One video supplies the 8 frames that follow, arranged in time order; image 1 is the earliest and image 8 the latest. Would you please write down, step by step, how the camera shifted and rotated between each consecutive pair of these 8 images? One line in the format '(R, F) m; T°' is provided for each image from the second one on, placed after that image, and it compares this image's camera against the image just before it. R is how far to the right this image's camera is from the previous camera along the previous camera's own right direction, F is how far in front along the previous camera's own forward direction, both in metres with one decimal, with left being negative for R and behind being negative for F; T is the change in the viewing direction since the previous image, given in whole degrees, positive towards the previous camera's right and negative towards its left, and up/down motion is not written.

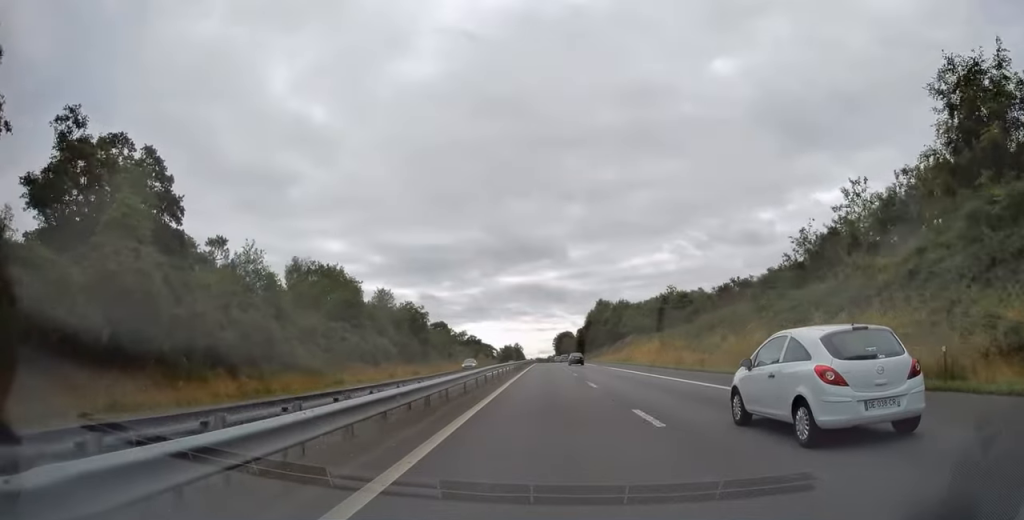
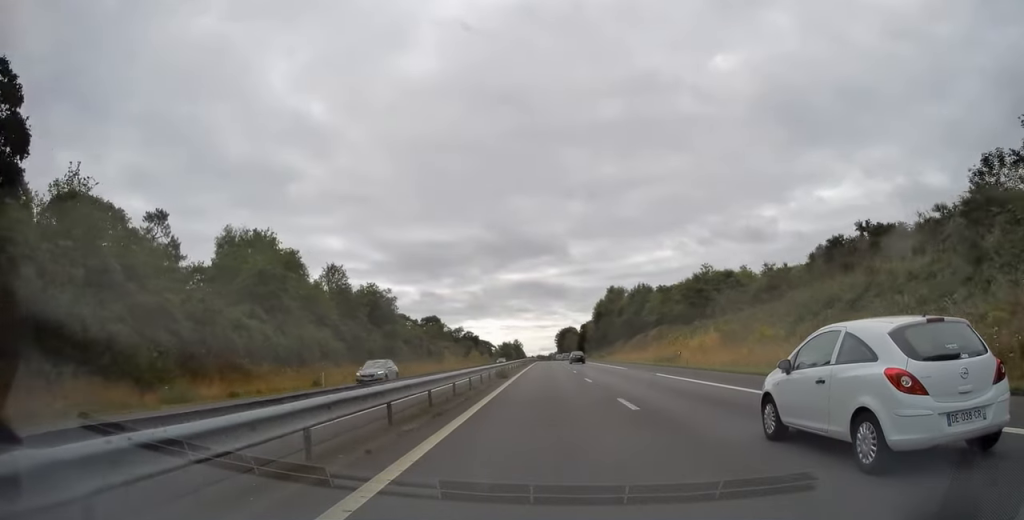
(-0.3, +22.5) m; 0°
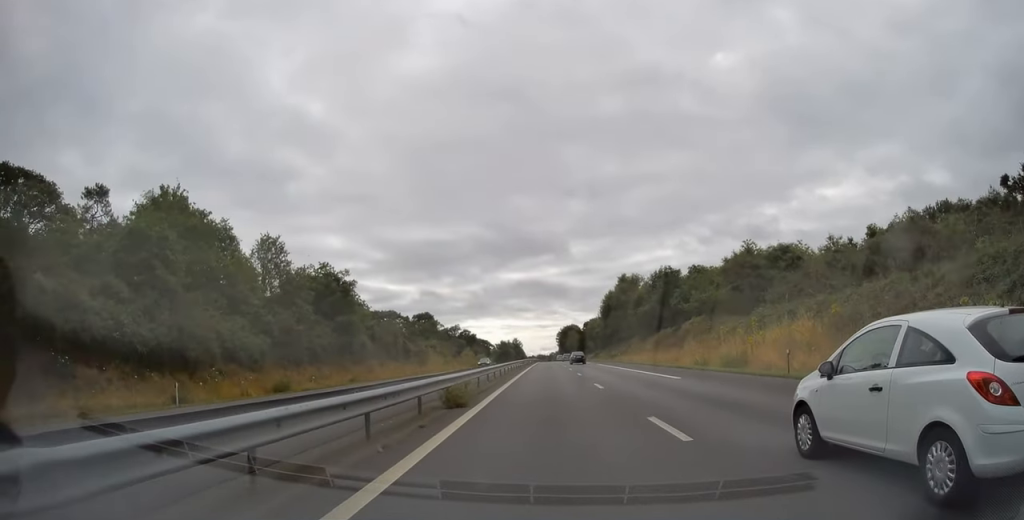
(+0.2, +17.6) m; 0°
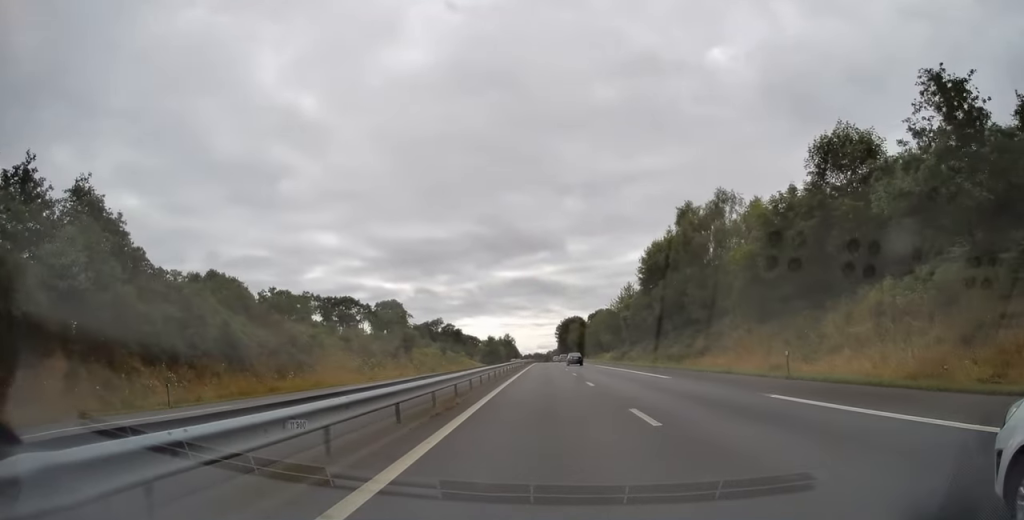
(+0.4, +49.6) m; +1°
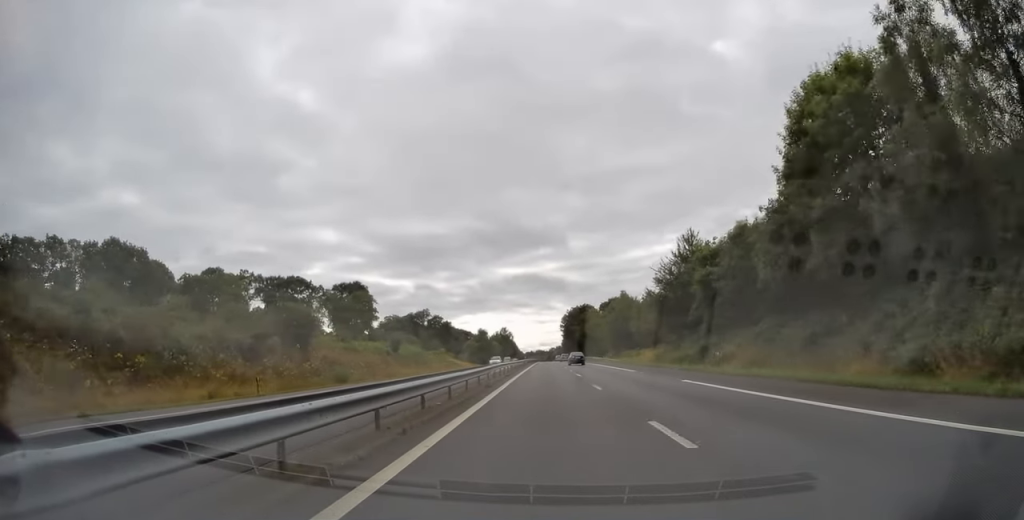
(0.0, +41.4) m; 0°
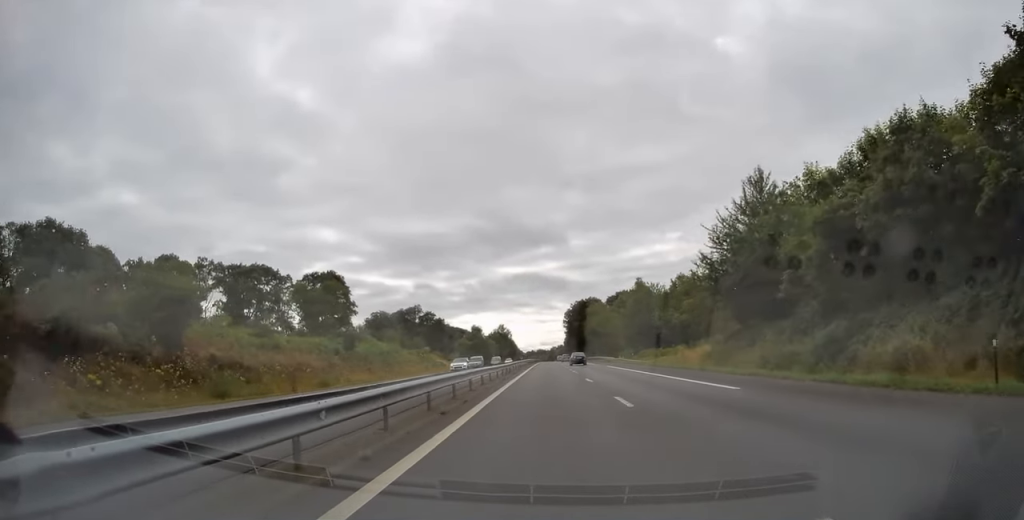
(-0.1, +19.7) m; 0°
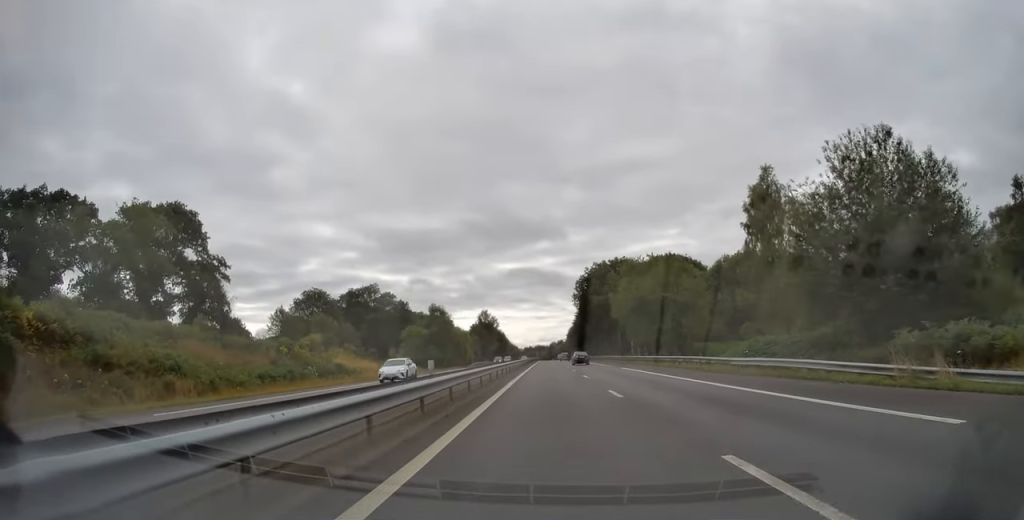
(-0.1, +61.6) m; 0°
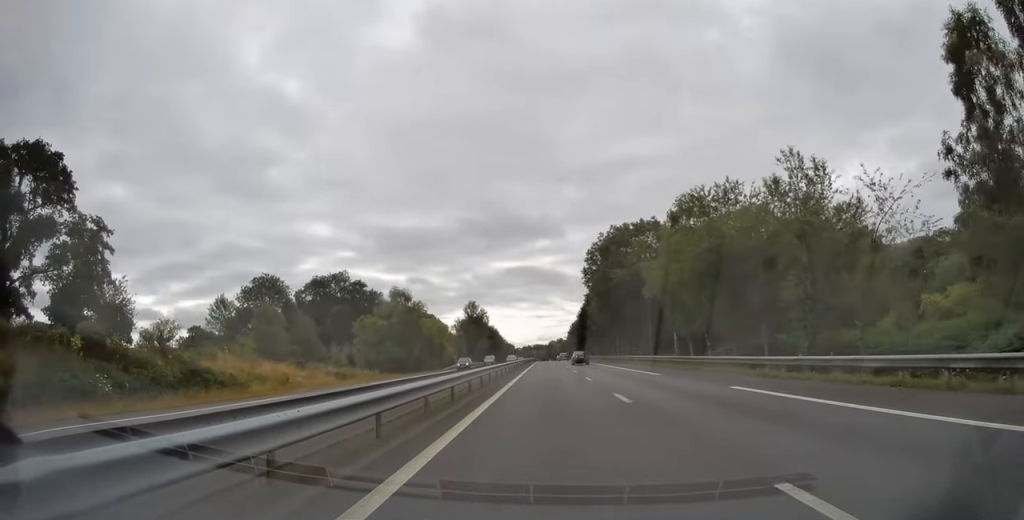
(+0.3, +27.5) m; 0°
